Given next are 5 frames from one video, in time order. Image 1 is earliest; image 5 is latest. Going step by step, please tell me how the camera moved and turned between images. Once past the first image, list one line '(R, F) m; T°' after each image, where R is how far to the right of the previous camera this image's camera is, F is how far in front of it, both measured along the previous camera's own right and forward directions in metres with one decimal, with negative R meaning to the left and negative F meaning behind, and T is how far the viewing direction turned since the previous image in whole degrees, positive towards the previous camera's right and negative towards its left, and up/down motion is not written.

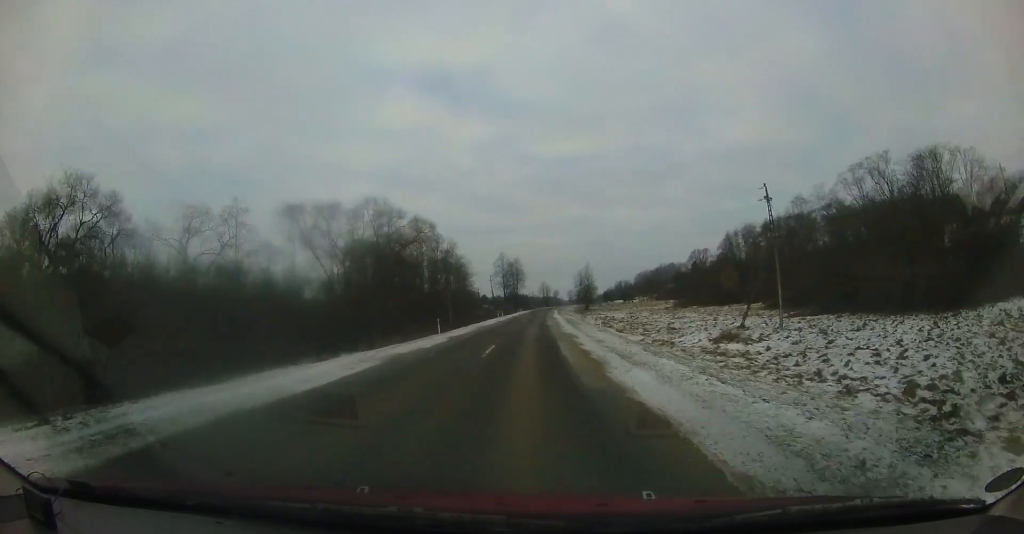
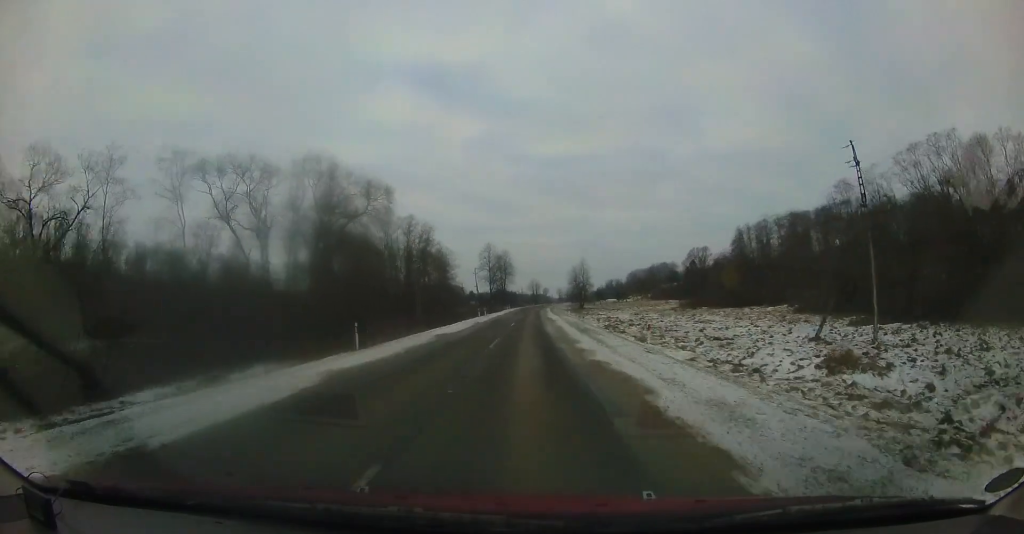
(+0.1, +10.8) m; +1°
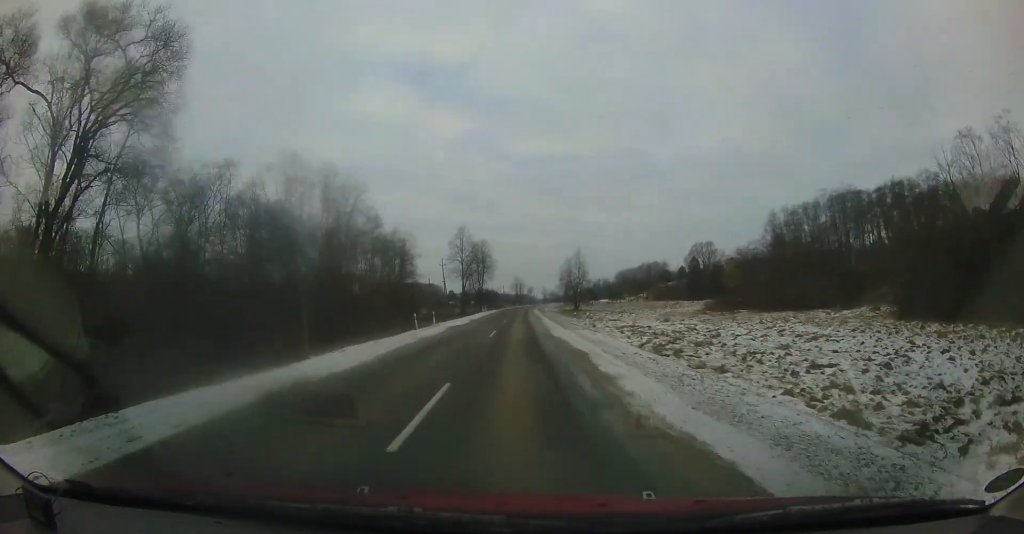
(+0.6, +20.6) m; +3°
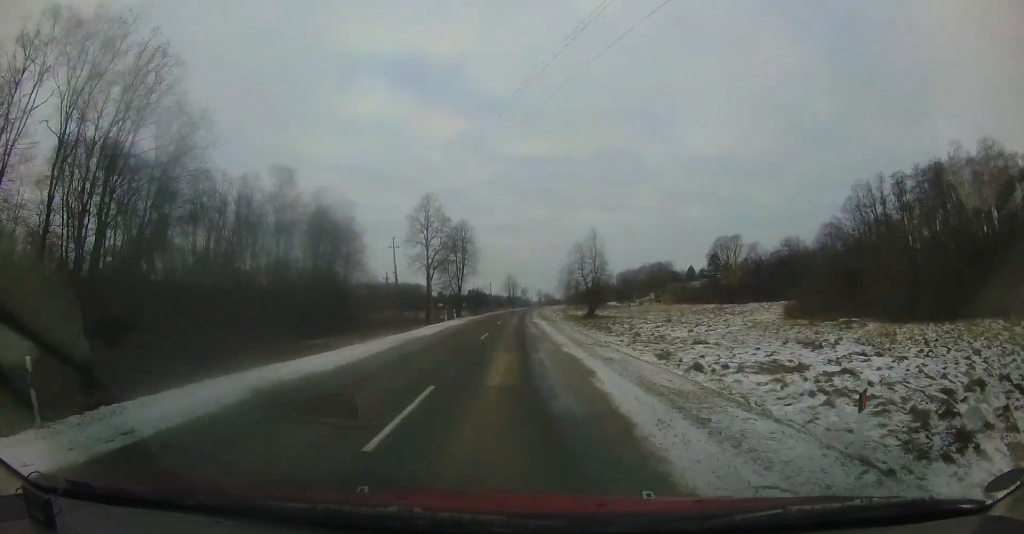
(+0.4, +24.8) m; +2°
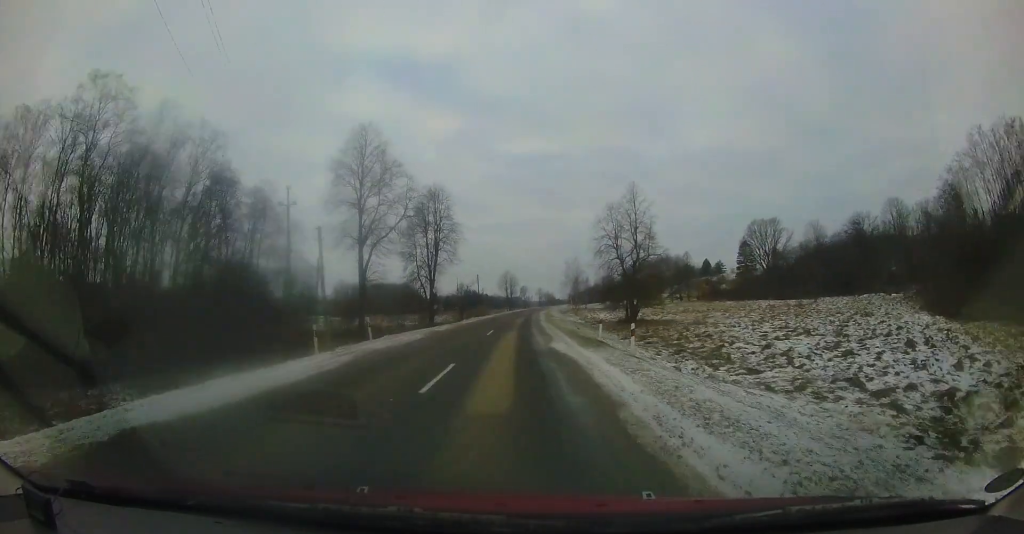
(+0.4, +22.3) m; +1°
